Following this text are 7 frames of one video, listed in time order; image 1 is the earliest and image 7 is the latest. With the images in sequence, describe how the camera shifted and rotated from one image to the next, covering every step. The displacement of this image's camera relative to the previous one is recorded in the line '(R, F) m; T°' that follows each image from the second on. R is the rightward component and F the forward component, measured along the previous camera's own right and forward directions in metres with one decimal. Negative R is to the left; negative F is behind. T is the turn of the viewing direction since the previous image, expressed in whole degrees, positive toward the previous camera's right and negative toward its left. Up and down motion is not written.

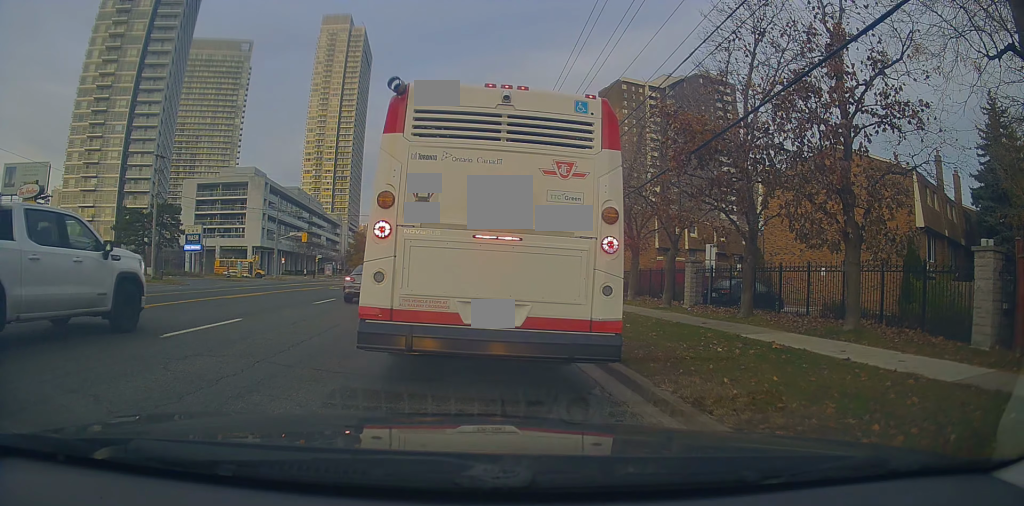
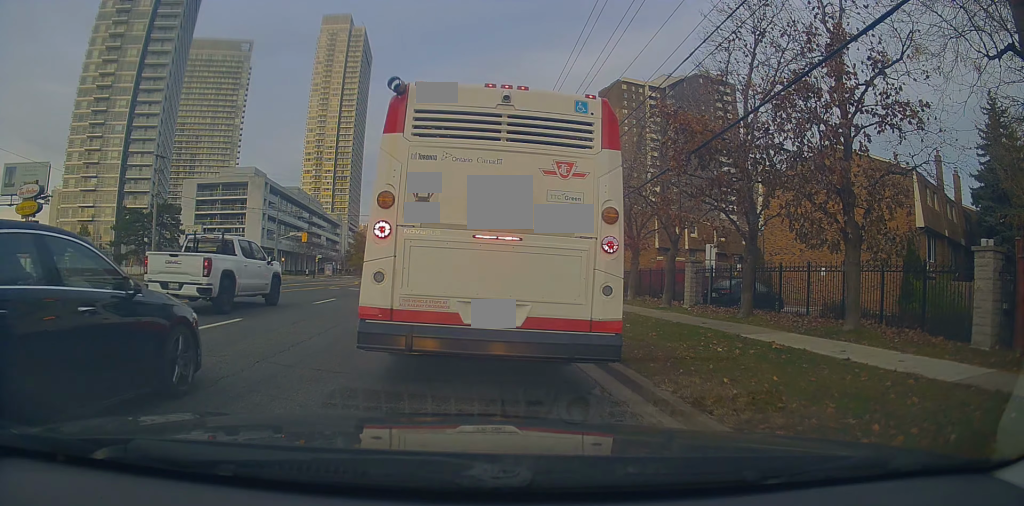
(0.0, 0.0) m; 0°
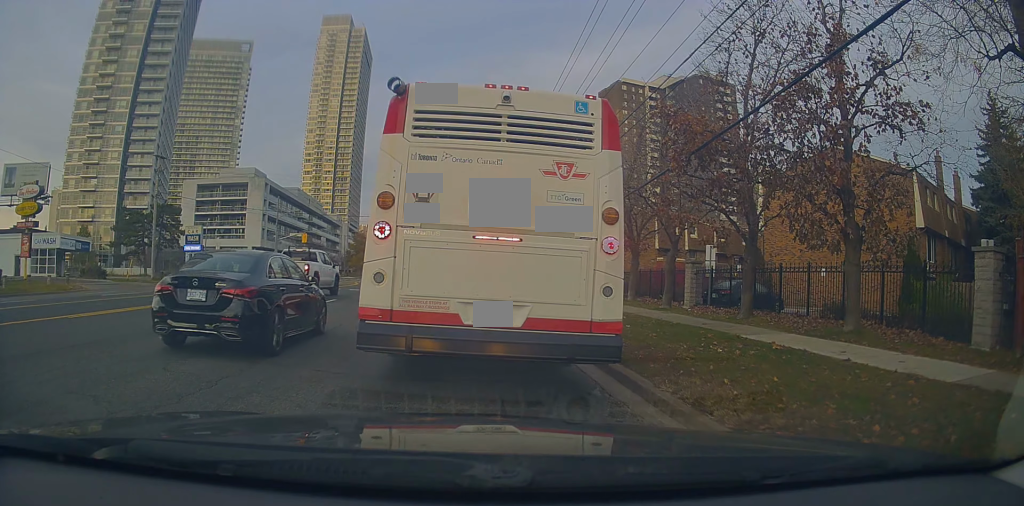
(0.0, 0.0) m; 0°
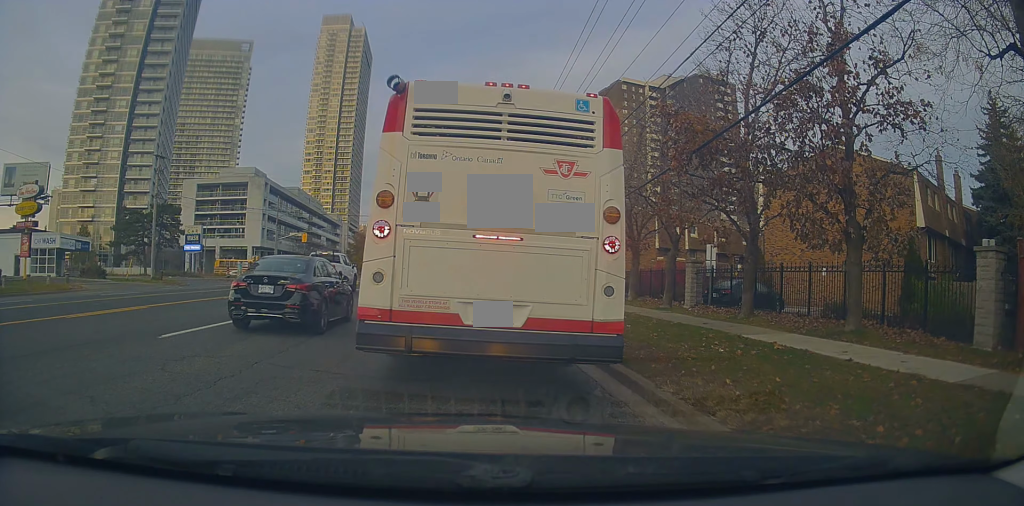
(0.0, 0.0) m; 0°
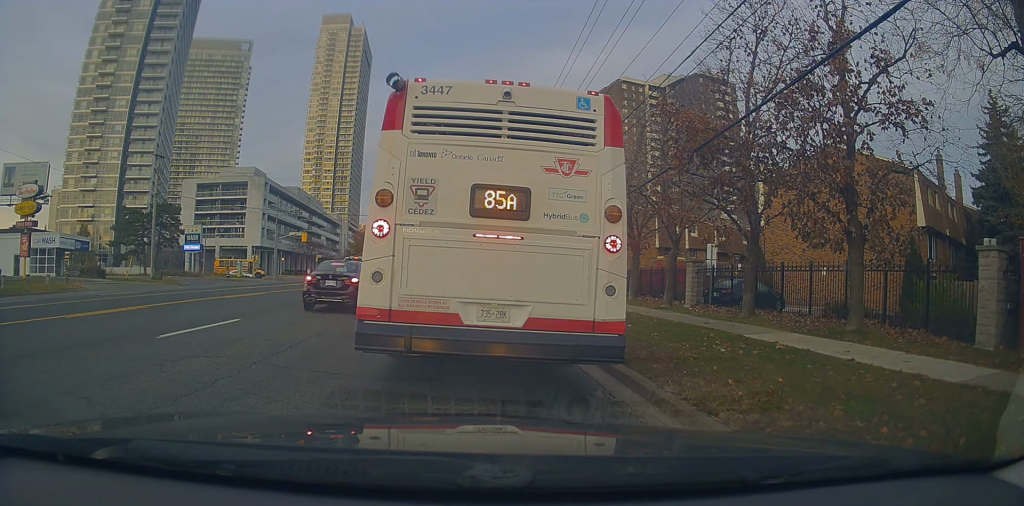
(0.0, 0.0) m; 0°
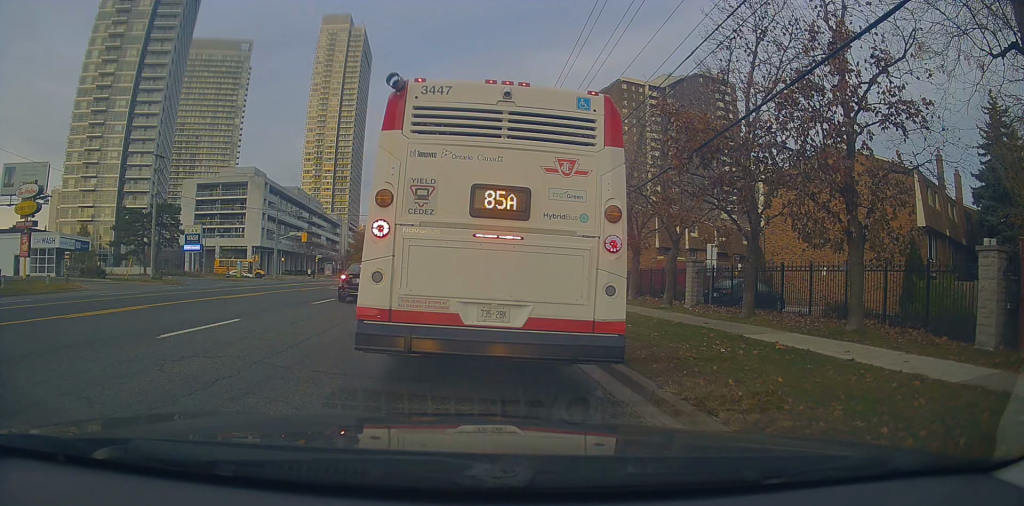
(0.0, 0.0) m; 0°
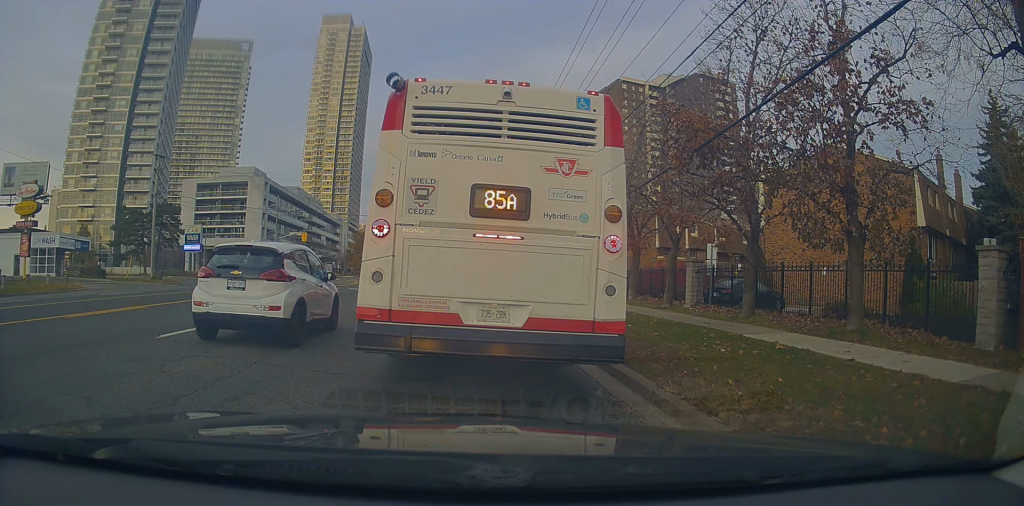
(0.0, 0.0) m; 0°
